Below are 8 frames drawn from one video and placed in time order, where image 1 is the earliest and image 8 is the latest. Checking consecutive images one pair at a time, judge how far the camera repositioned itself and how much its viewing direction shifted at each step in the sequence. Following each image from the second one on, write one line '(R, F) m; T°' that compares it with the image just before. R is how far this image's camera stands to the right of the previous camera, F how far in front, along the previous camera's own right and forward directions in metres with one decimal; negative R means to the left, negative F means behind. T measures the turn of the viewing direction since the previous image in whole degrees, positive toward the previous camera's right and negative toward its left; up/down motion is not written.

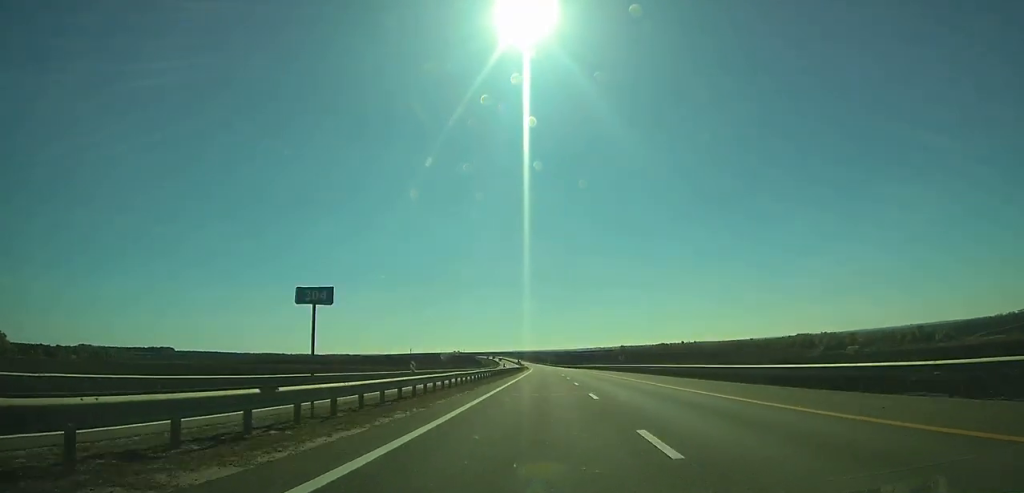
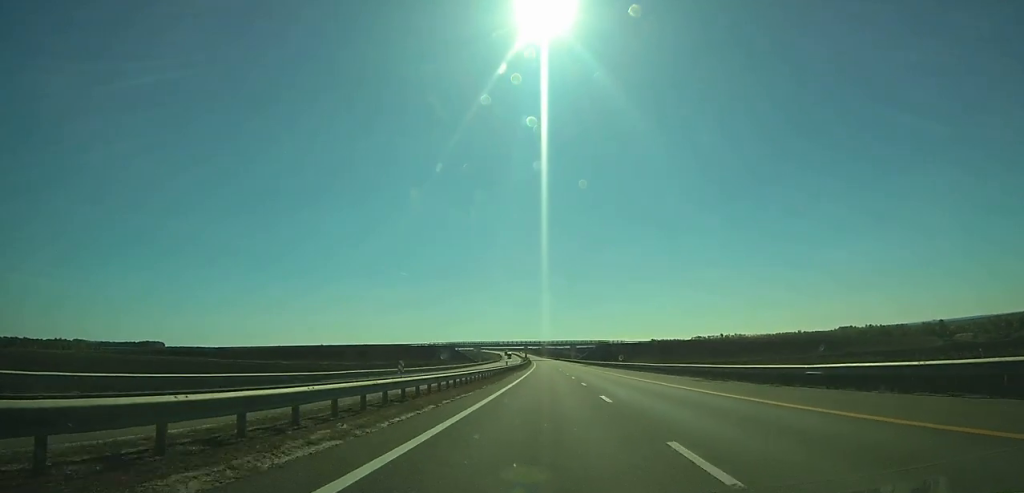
(-1.9, +145.1) m; -1°
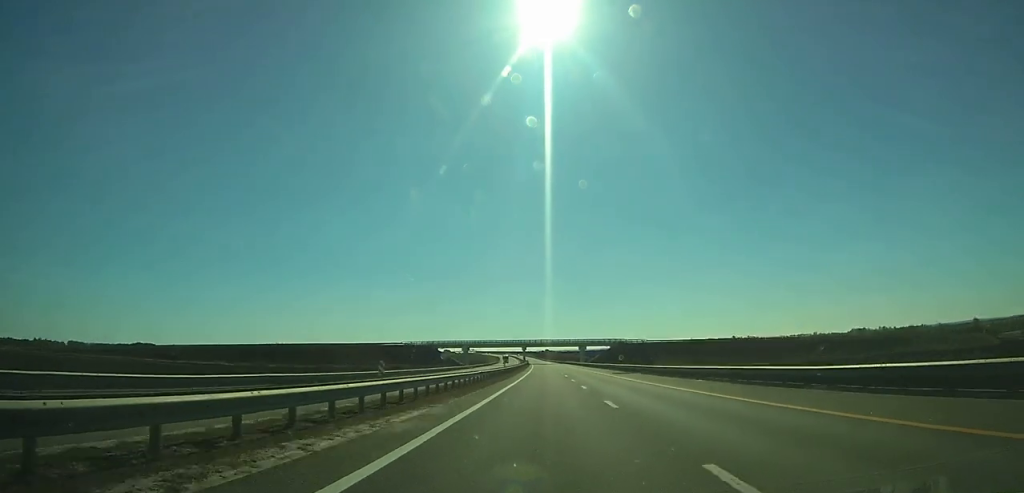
(-0.2, +49.3) m; 0°
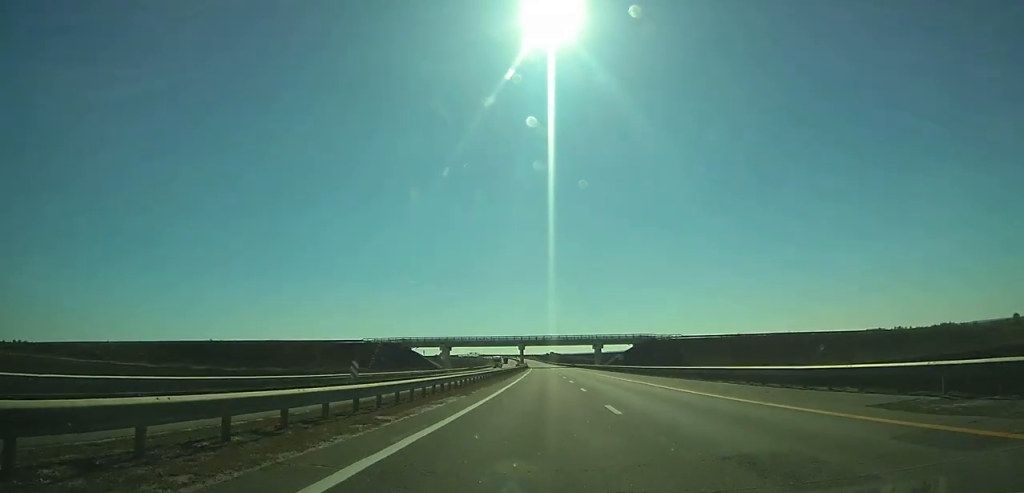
(-0.1, +49.4) m; 0°
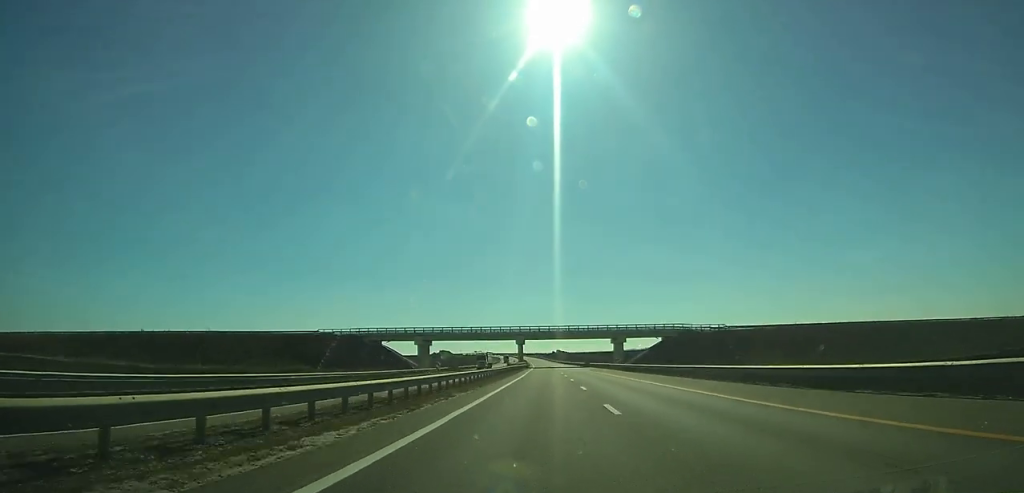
(-0.2, +36.1) m; 0°
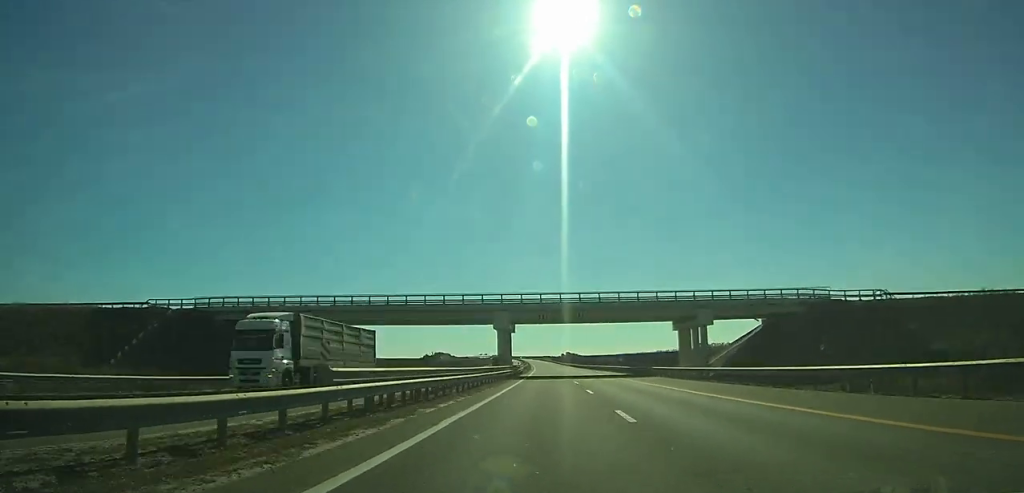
(-0.3, +61.0) m; -1°
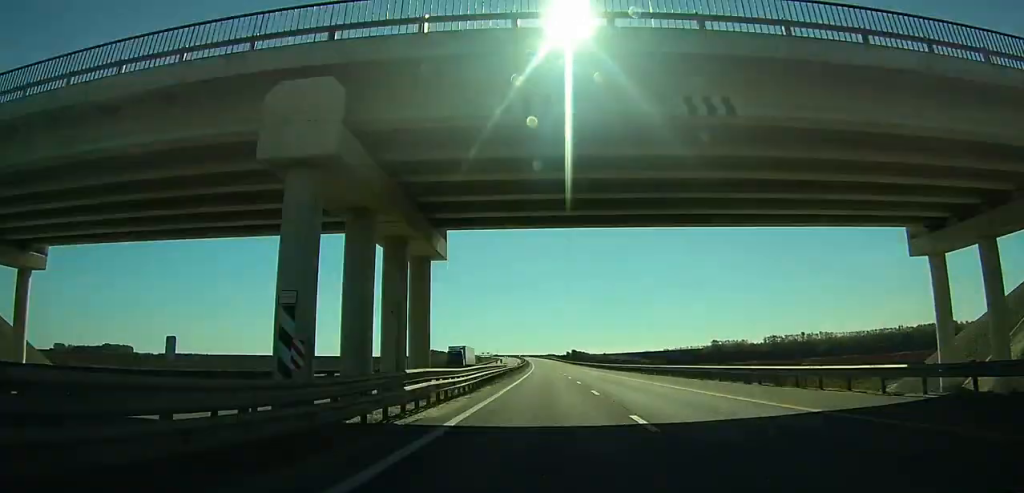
(-0.2, +49.8) m; -1°
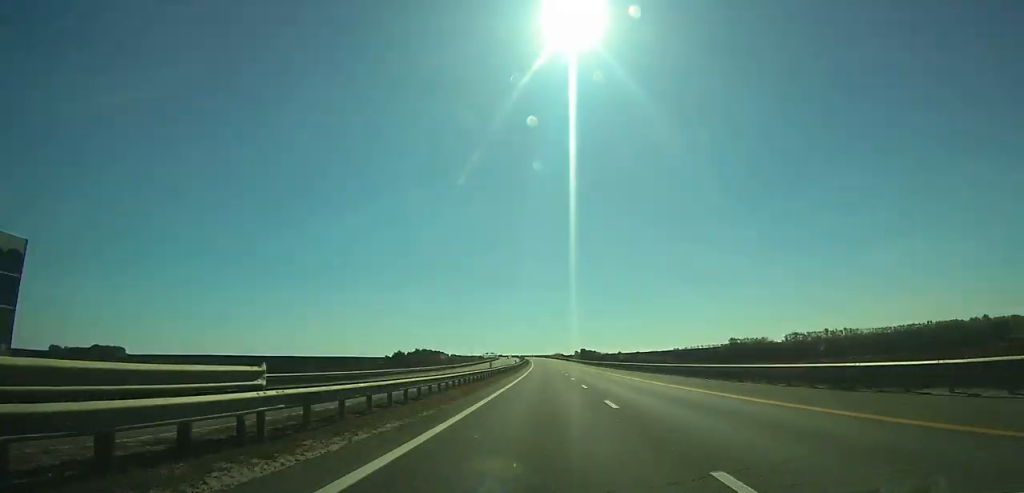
(-0.3, +54.6) m; -1°
